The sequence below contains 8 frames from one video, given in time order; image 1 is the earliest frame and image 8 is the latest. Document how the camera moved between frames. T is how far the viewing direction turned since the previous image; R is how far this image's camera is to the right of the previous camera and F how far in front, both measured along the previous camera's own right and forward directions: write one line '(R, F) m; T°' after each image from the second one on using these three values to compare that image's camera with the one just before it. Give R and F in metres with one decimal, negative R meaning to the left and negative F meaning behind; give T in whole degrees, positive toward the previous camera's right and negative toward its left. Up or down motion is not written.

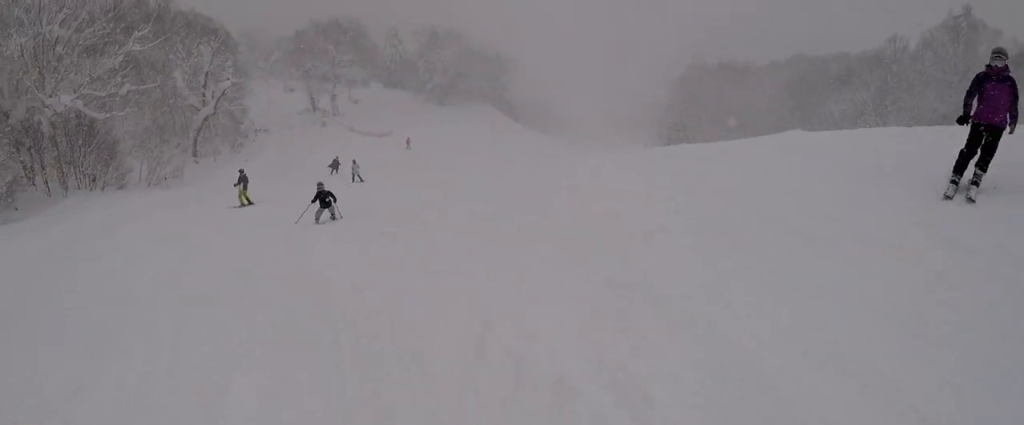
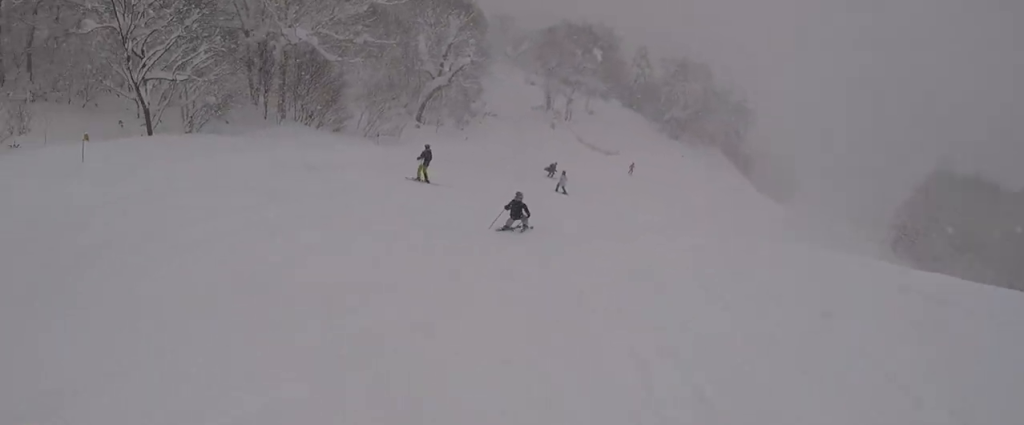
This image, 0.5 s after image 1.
(+0.4, +2.1) m; 0°
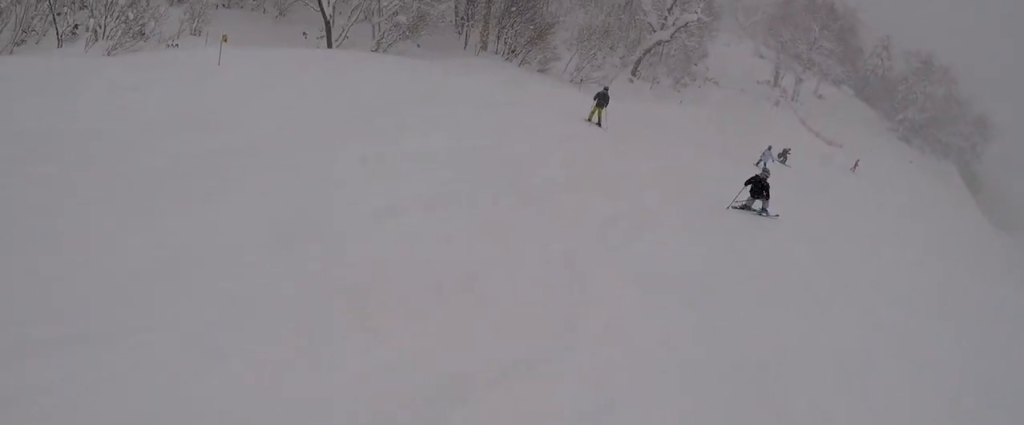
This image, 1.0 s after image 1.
(-0.6, +2.7) m; -13°
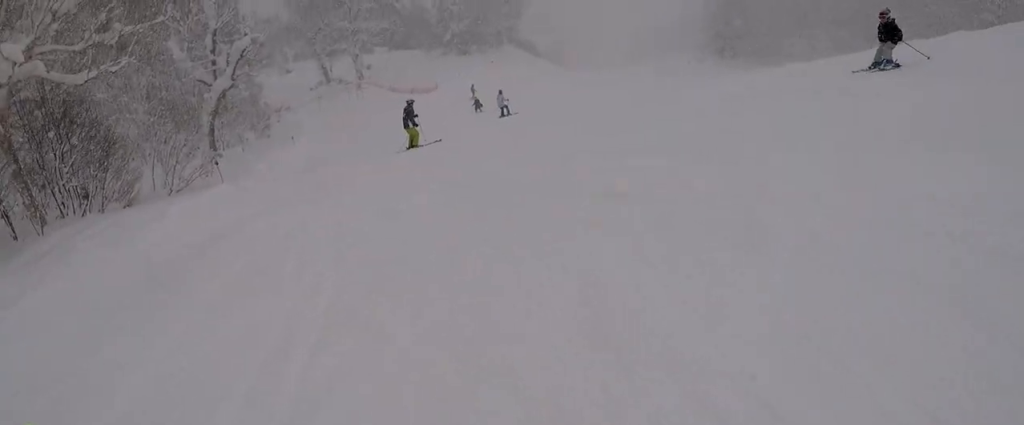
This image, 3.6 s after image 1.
(-1.1, +12.6) m; +5°
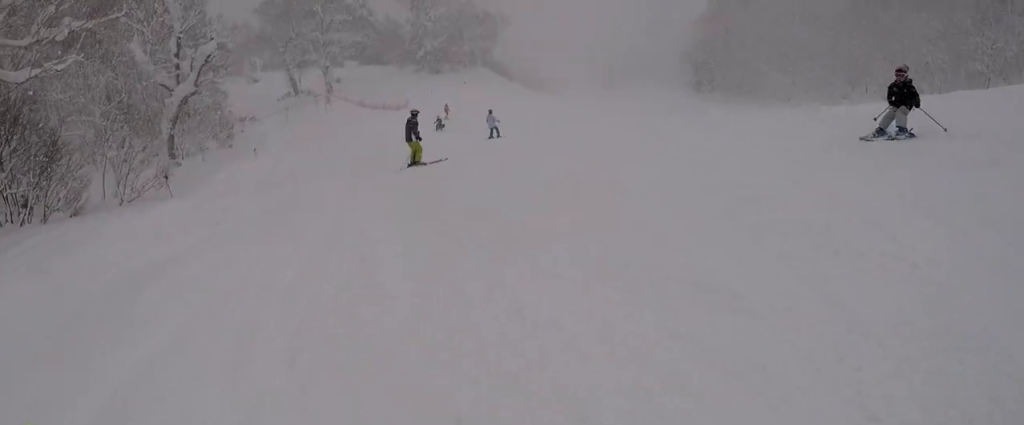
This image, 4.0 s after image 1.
(-0.2, +2.1) m; +6°
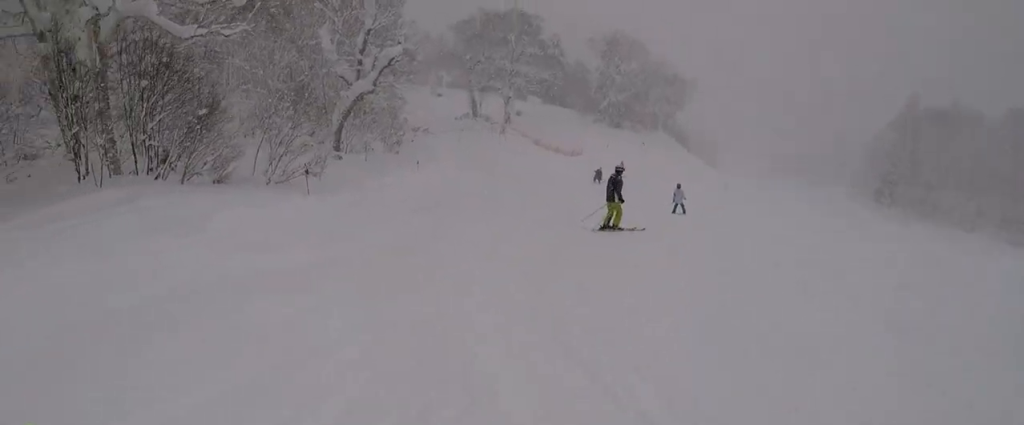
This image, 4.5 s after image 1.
(0.0, +2.2) m; +5°
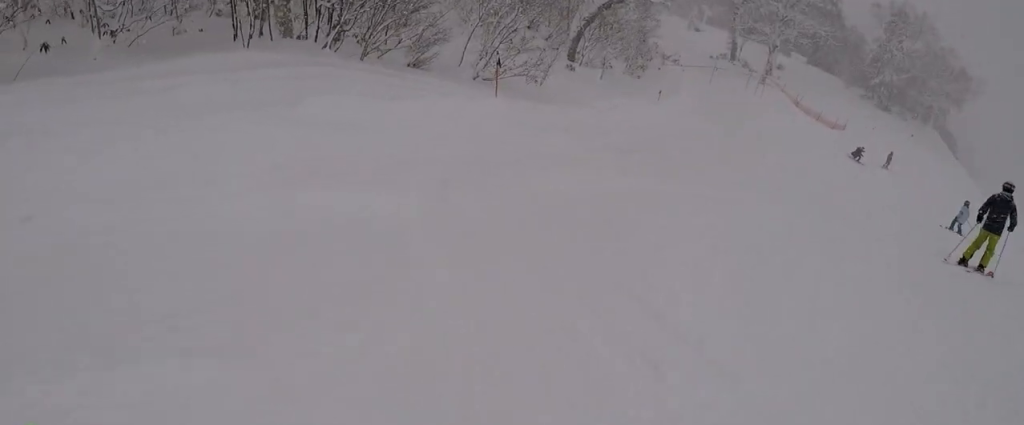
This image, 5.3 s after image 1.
(+1.1, +4.1) m; 0°
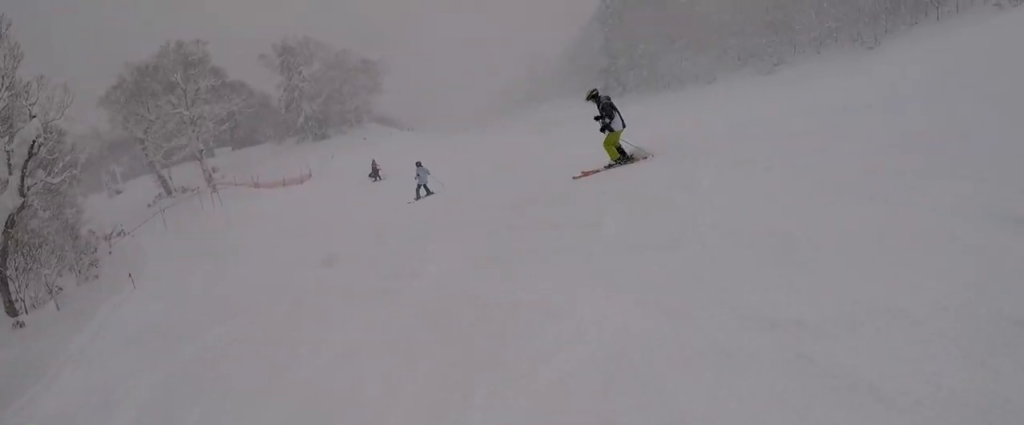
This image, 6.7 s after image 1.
(+0.1, +5.9) m; +31°
